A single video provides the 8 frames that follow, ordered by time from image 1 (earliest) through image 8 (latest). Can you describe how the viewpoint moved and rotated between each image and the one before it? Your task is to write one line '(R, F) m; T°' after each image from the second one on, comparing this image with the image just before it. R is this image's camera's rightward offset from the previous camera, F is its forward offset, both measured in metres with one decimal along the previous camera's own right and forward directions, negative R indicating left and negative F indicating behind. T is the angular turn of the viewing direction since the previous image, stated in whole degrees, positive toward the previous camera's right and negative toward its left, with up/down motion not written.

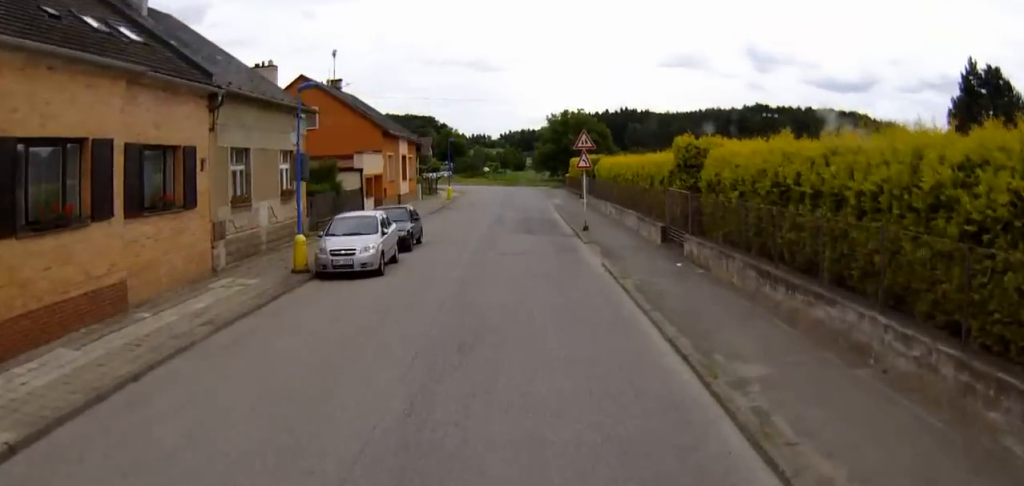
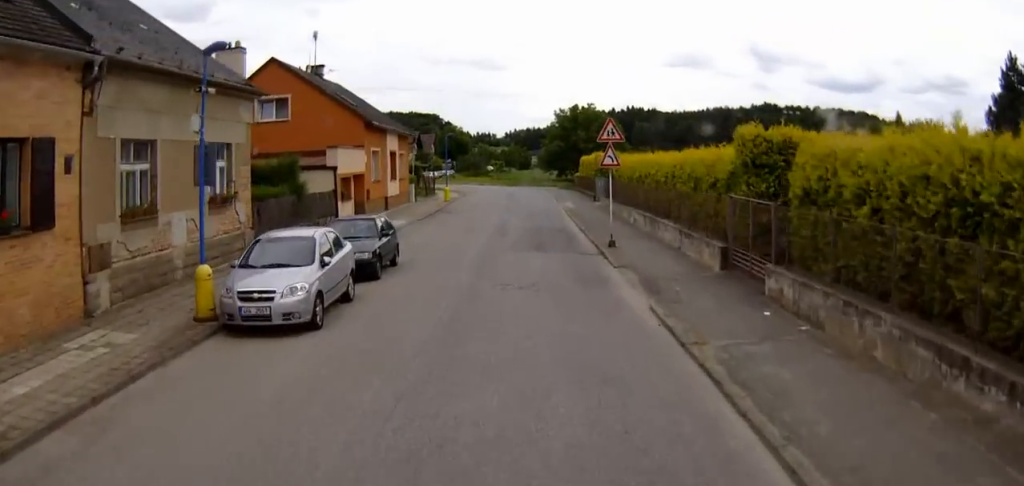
(0.0, +6.2) m; 0°
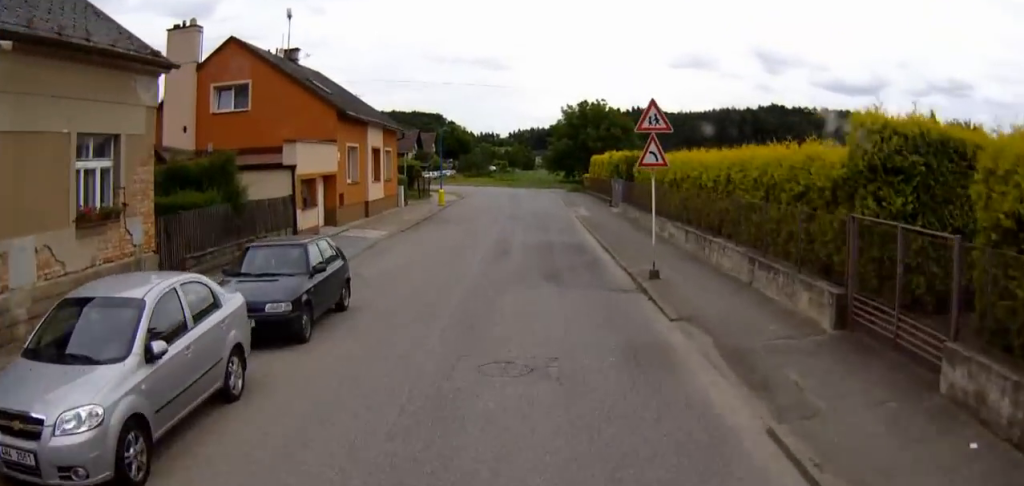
(0.0, +6.2) m; 0°
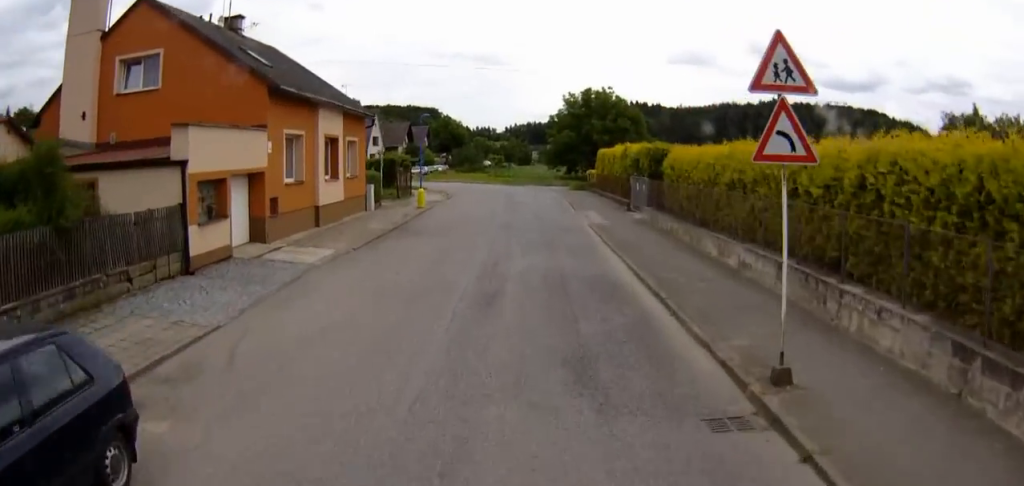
(0.0, +7.9) m; +1°
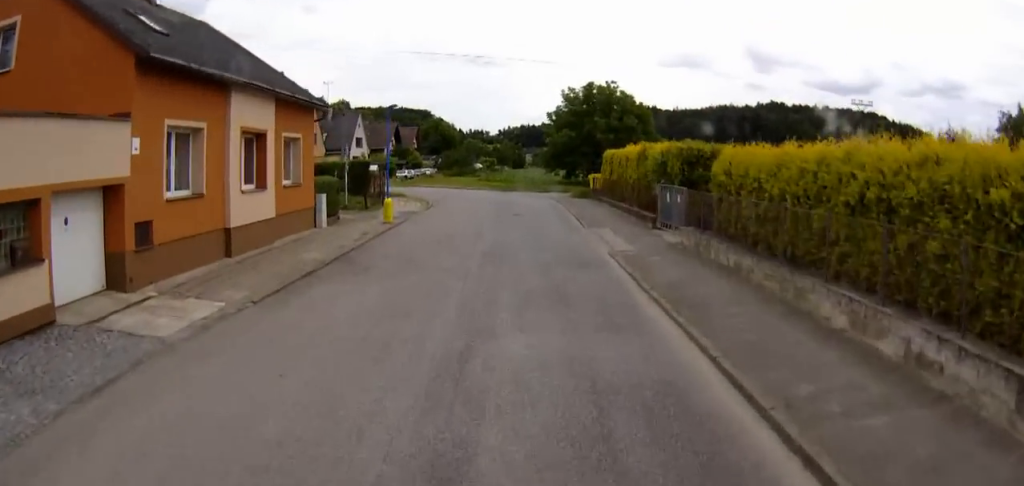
(0.0, +7.7) m; +1°
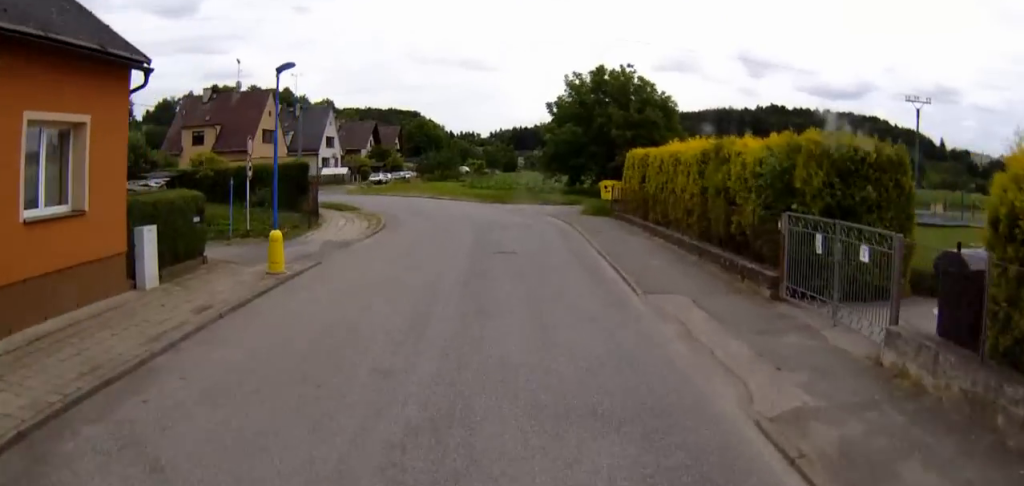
(+0.2, +13.0) m; +1°
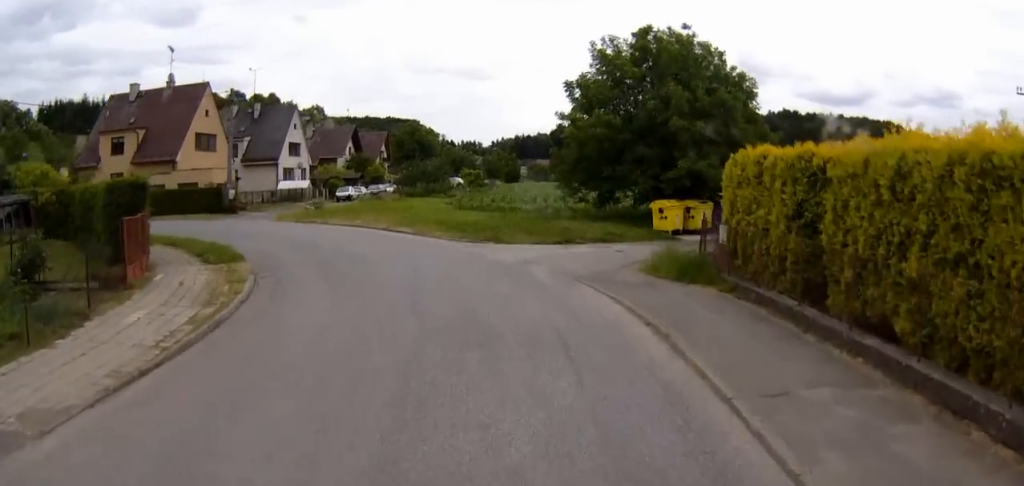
(-0.3, +17.4) m; -4°
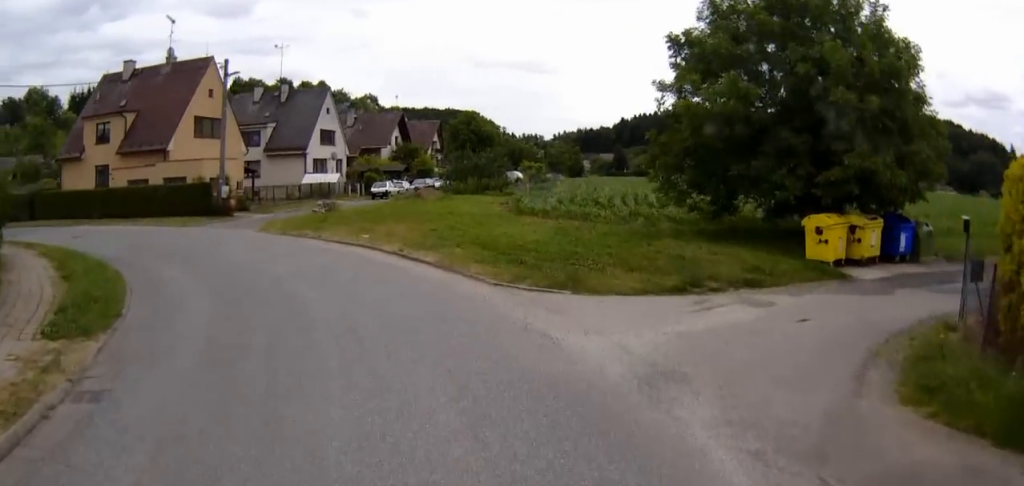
(-0.5, +11.5) m; -8°
